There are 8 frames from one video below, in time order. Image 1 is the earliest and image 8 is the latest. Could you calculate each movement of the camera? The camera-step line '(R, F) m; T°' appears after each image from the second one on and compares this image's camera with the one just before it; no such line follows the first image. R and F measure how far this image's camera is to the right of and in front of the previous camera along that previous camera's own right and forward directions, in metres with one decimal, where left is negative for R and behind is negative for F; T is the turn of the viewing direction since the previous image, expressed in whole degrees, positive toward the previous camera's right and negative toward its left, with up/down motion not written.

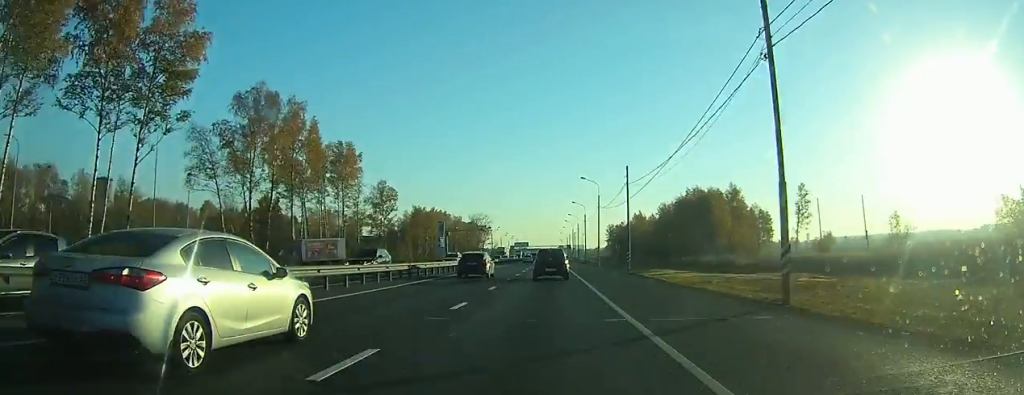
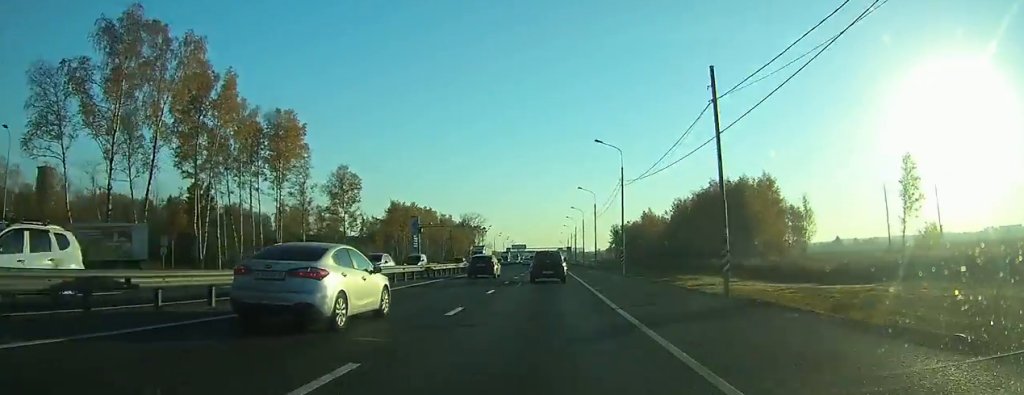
(0.0, +25.8) m; 0°
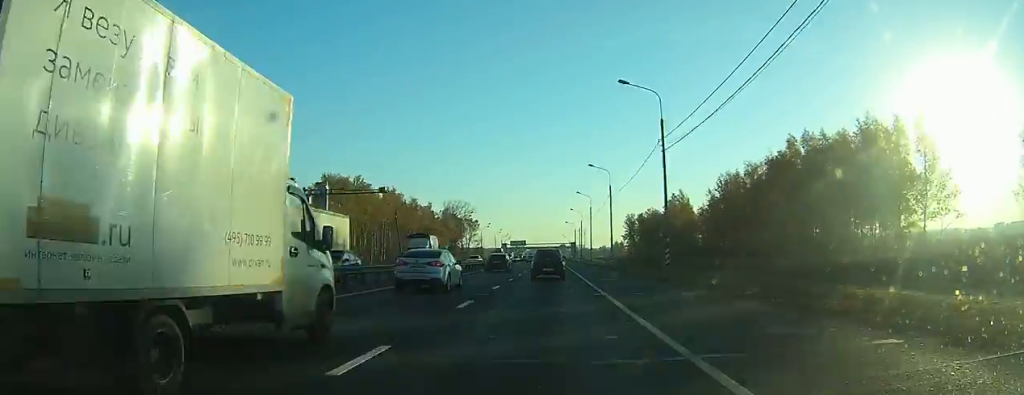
(-0.1, +48.6) m; 0°
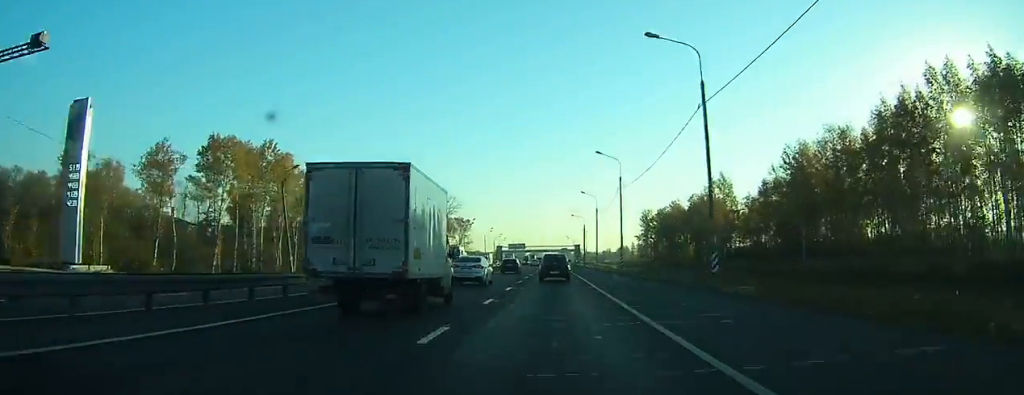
(-0.1, +37.6) m; 0°
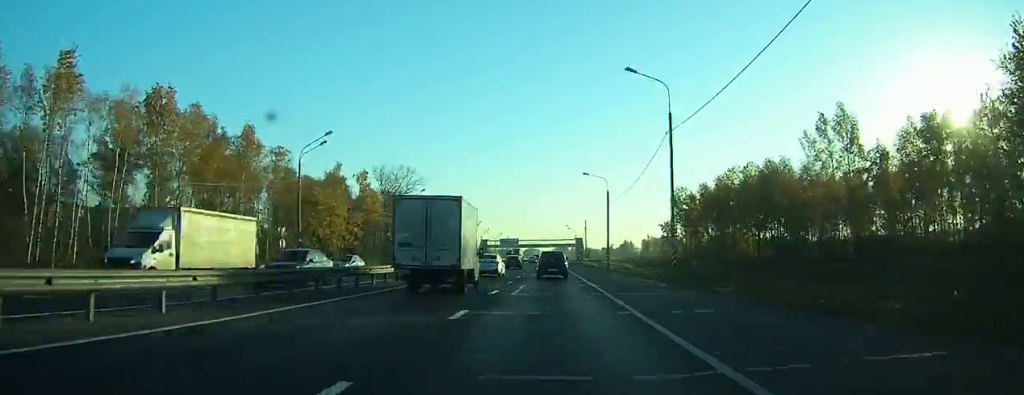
(+0.2, +52.3) m; 0°
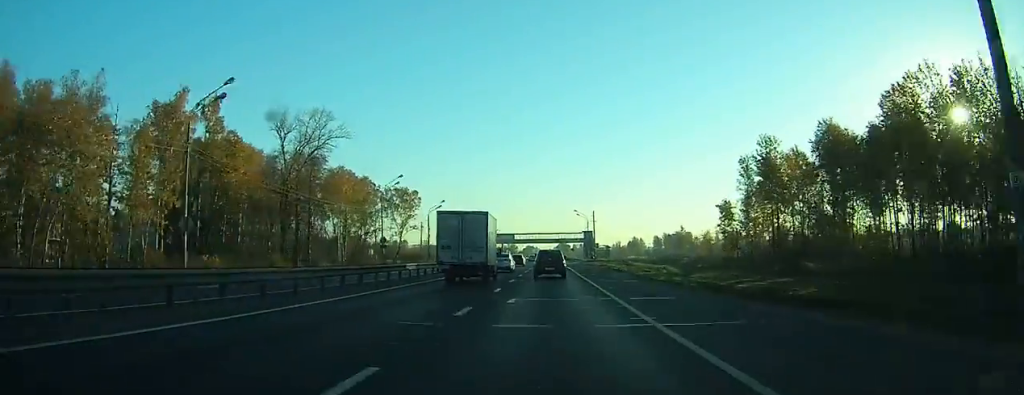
(-0.3, +56.9) m; 0°
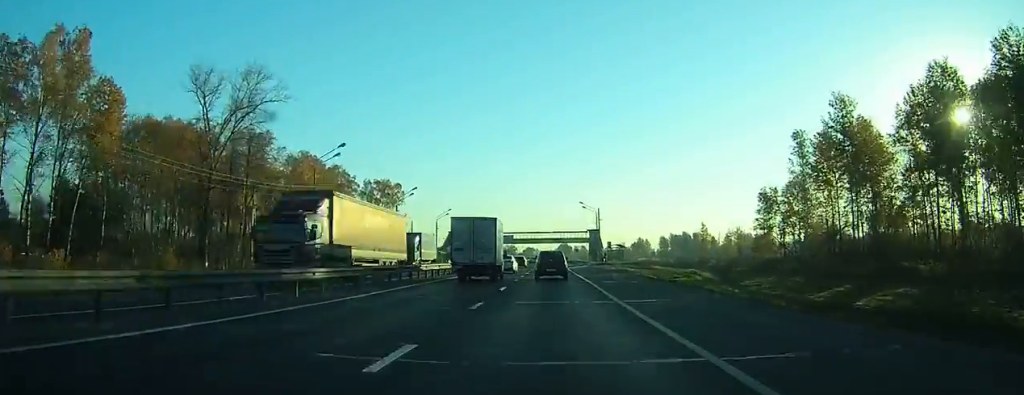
(0.0, +21.9) m; 0°
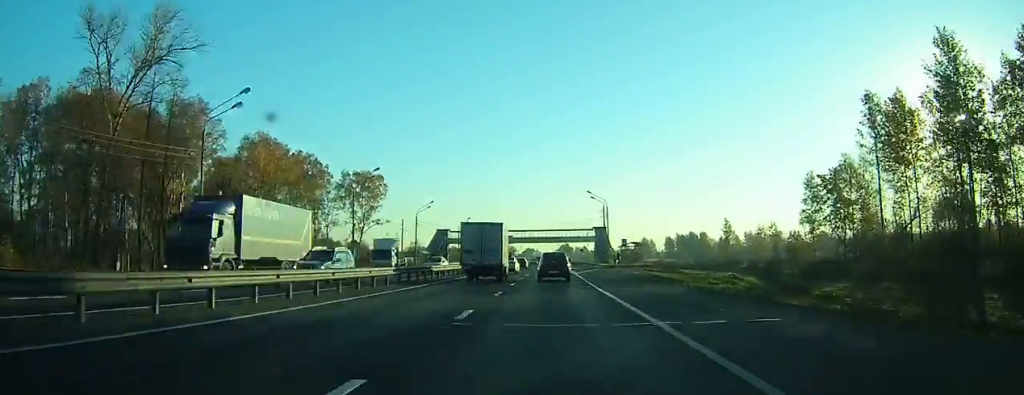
(0.0, +18.1) m; 0°
